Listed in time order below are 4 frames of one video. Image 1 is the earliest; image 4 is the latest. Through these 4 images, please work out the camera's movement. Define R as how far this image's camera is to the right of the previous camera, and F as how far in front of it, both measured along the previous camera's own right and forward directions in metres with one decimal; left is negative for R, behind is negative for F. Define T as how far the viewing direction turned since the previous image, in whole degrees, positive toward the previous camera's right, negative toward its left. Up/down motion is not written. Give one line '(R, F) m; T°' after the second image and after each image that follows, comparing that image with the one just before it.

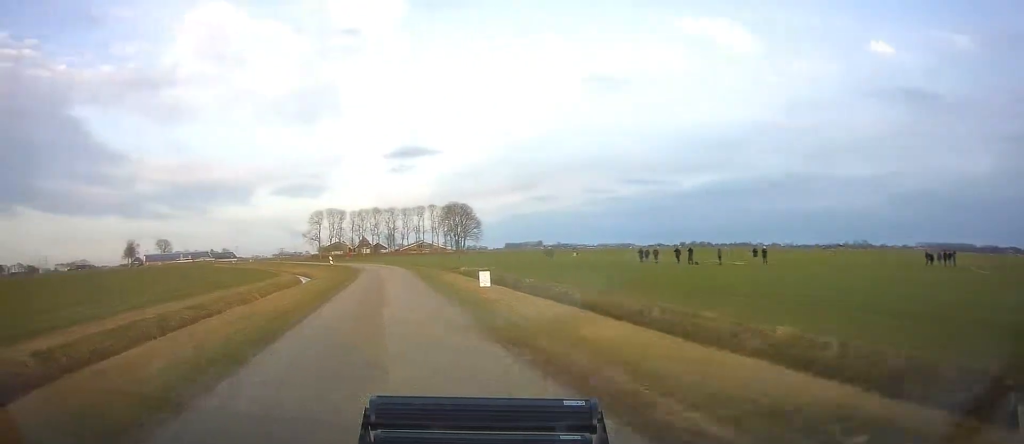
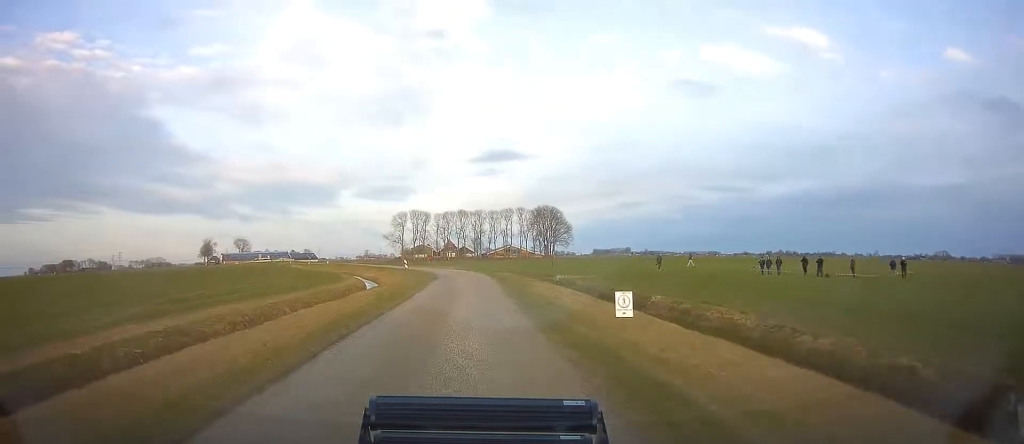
(-0.8, +8.4) m; -12°
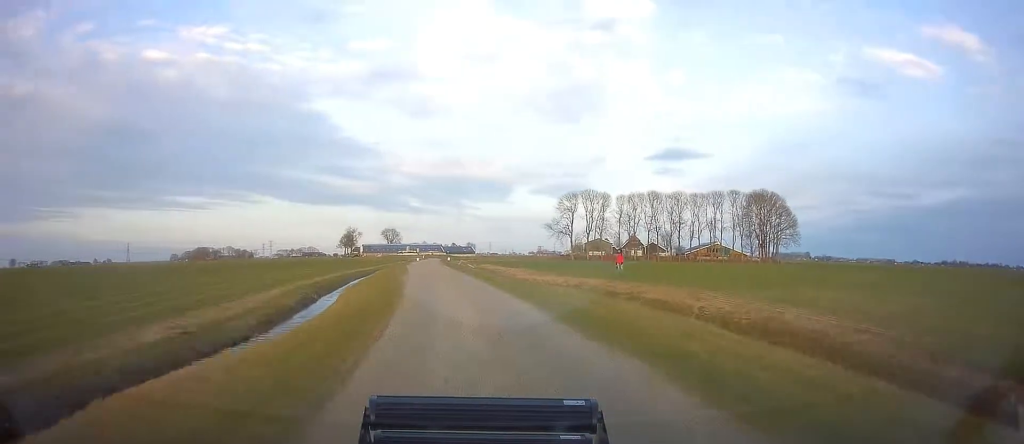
(-10.9, +64.2) m; -20°
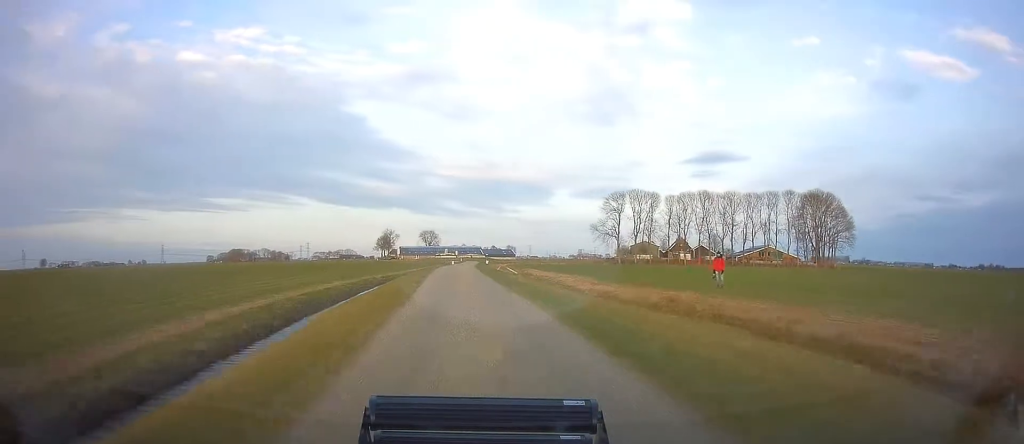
(-0.7, +10.6) m; -2°
